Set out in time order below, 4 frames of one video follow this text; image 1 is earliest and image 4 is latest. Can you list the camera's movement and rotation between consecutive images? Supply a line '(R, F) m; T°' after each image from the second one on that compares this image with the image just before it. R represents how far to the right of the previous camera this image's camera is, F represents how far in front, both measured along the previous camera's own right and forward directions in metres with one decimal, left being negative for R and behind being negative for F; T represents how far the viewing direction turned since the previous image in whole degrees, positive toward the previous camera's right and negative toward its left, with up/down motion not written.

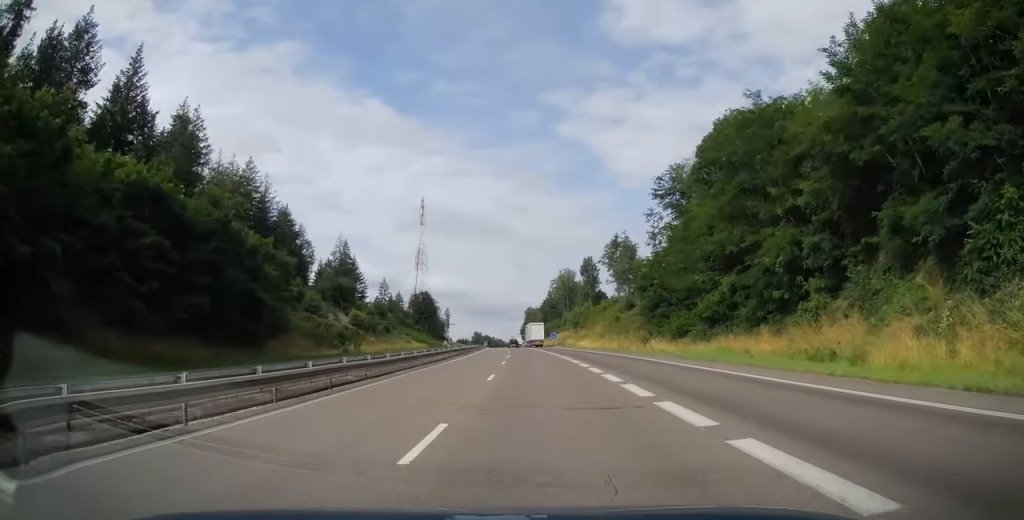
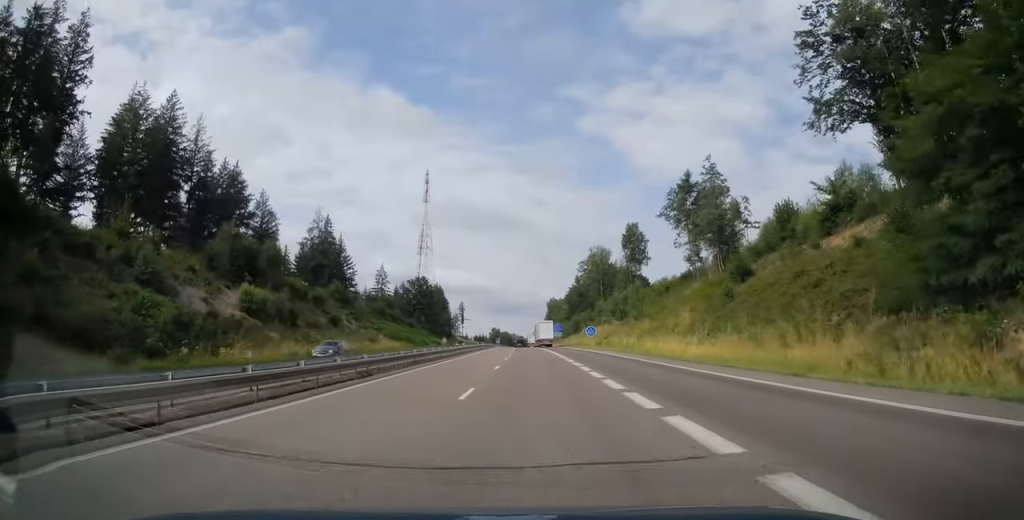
(-0.6, +44.7) m; -1°
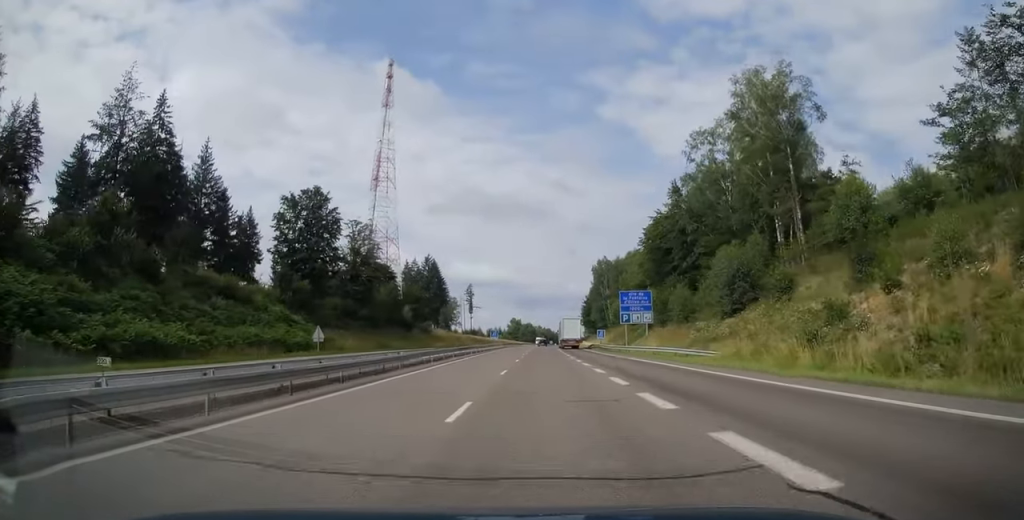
(-1.3, +106.3) m; -1°
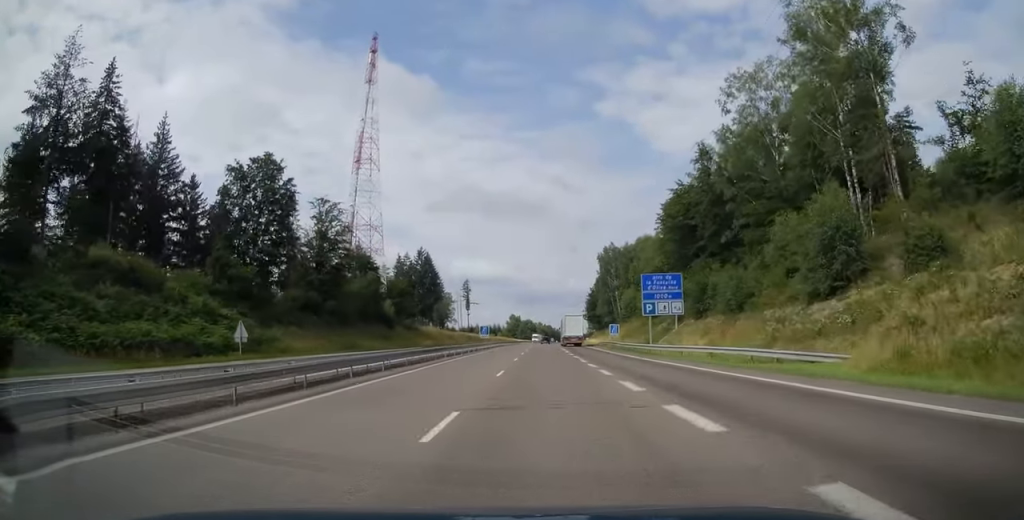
(+0.1, +14.9) m; 0°
